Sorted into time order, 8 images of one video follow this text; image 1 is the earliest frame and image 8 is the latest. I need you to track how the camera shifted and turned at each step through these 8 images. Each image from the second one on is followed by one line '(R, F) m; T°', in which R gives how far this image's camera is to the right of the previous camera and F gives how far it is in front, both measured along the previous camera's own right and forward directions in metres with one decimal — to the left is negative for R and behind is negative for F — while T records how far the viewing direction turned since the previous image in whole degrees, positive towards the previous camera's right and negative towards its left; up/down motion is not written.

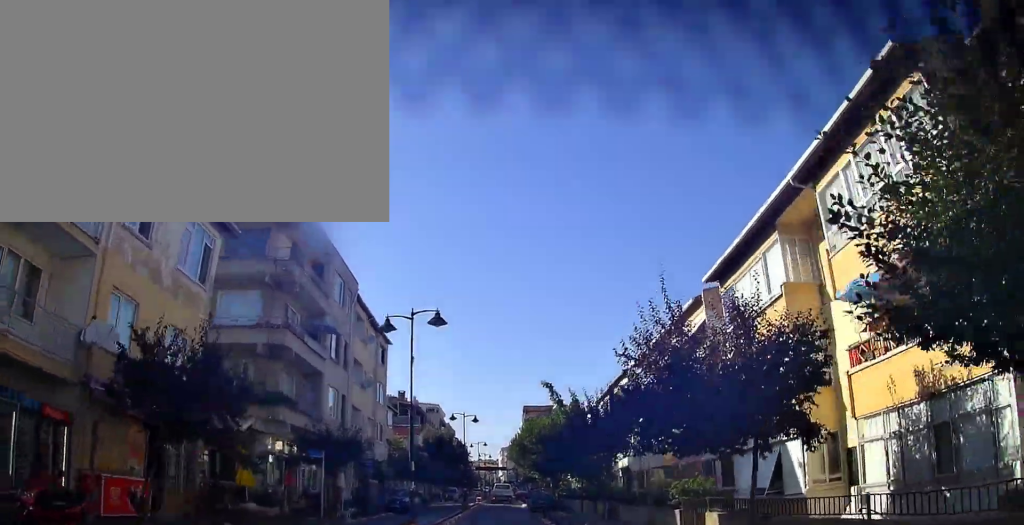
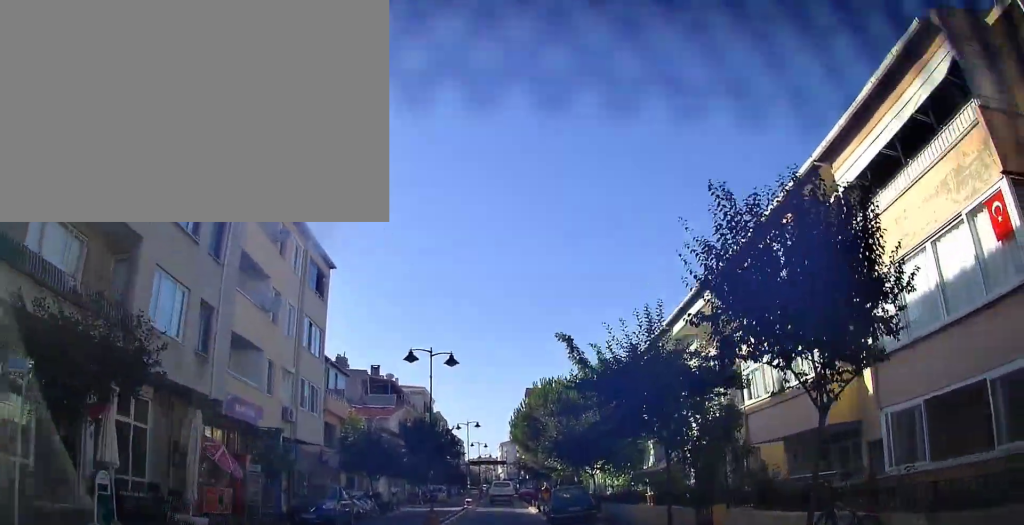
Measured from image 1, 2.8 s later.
(+0.1, +16.1) m; +2°
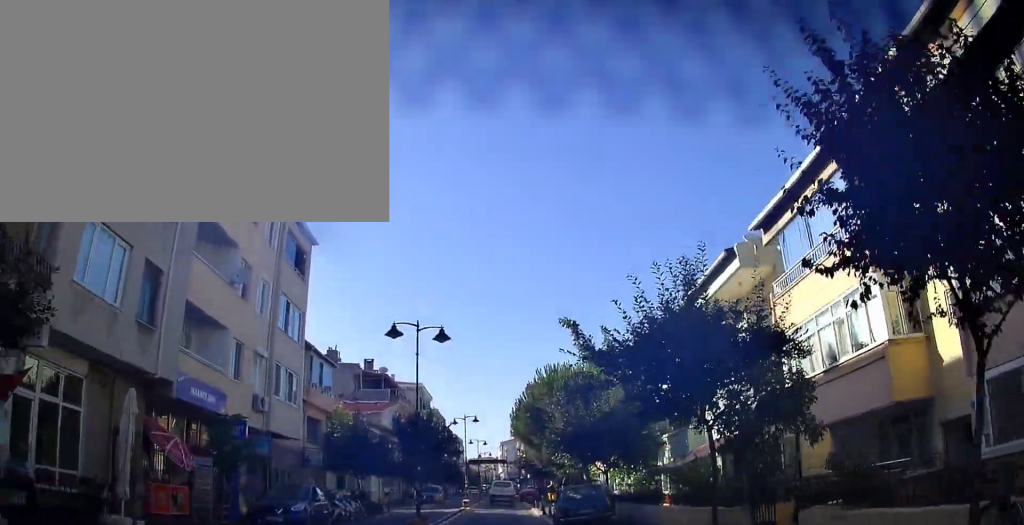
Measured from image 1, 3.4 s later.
(+0.1, +3.1) m; 0°
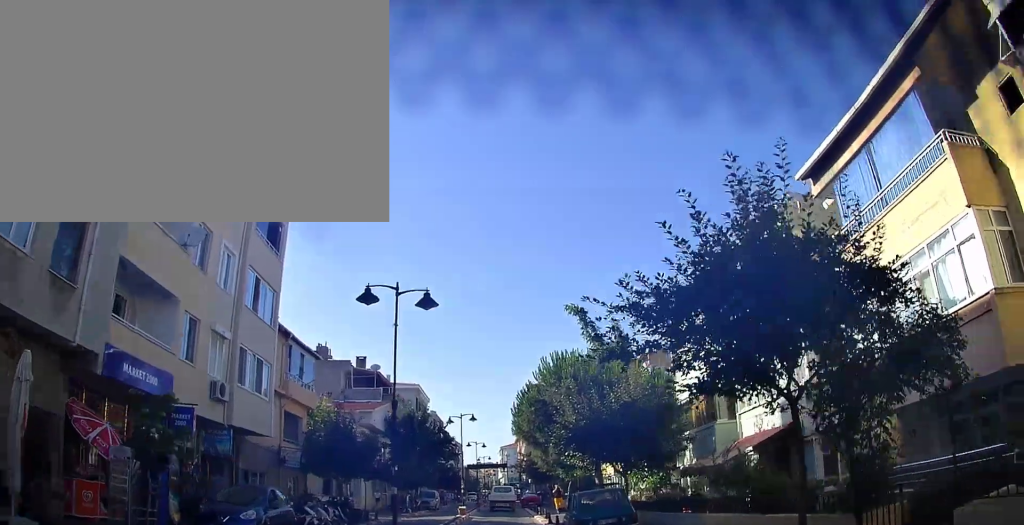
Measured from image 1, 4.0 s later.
(0.0, +3.5) m; 0°
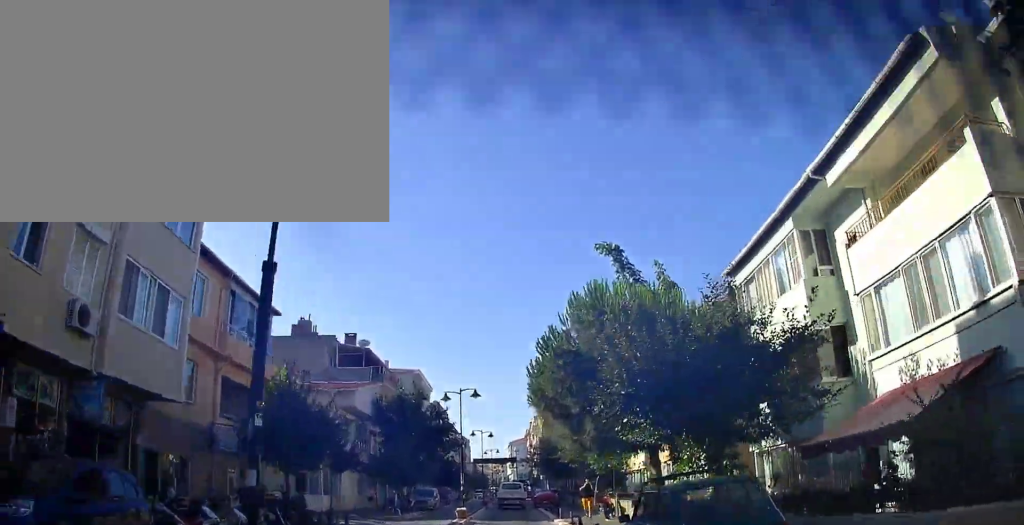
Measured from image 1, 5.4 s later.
(0.0, +7.6) m; 0°
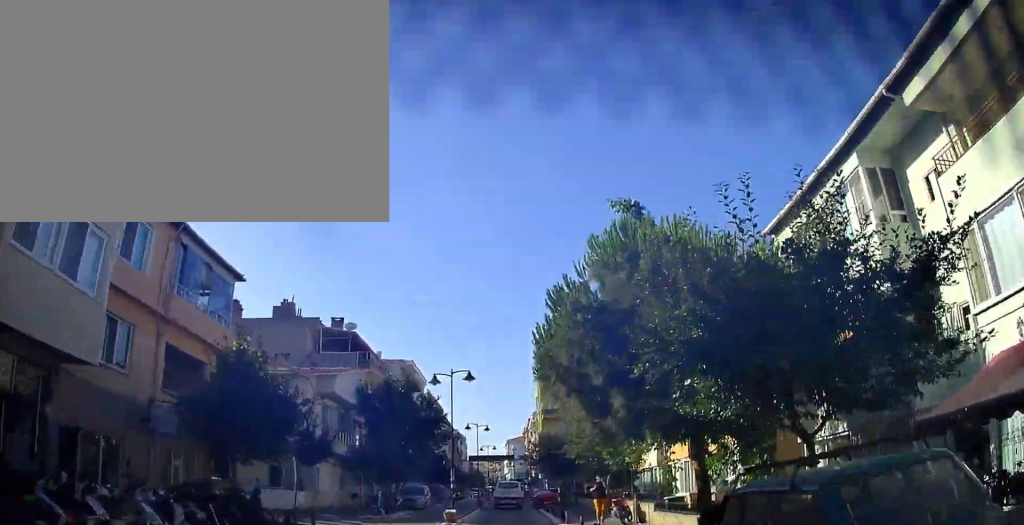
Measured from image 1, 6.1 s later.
(0.0, +3.8) m; -1°
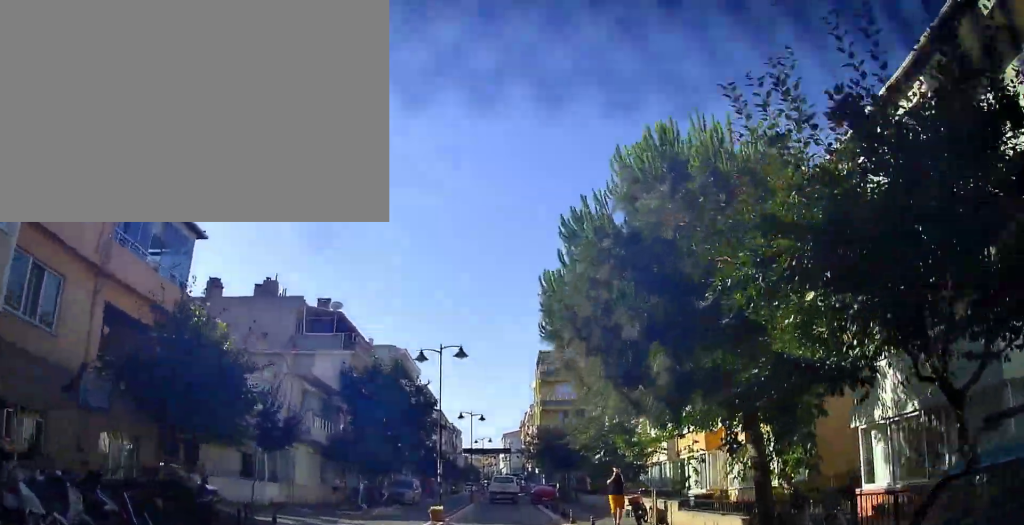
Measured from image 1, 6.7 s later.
(-0.1, +3.1) m; -1°
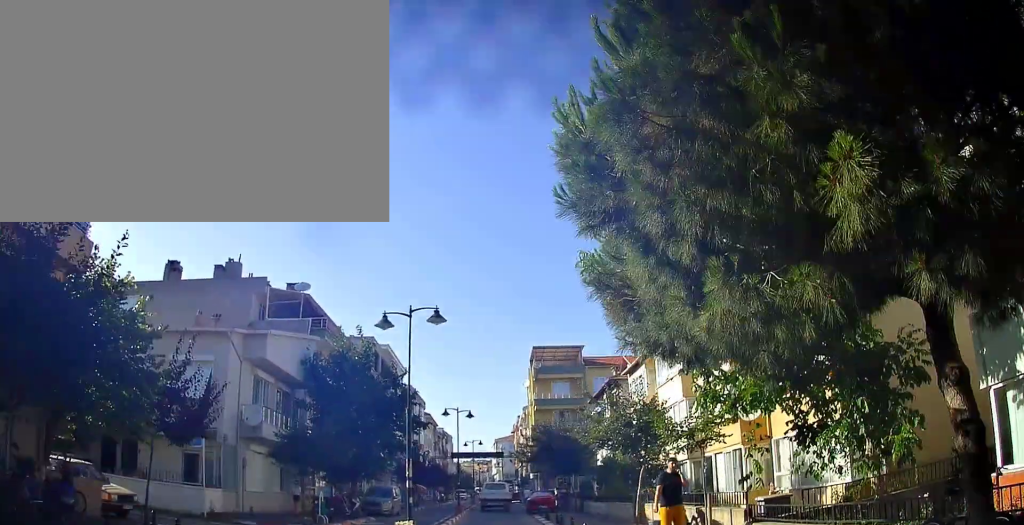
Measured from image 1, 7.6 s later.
(0.0, +4.7) m; -1°
